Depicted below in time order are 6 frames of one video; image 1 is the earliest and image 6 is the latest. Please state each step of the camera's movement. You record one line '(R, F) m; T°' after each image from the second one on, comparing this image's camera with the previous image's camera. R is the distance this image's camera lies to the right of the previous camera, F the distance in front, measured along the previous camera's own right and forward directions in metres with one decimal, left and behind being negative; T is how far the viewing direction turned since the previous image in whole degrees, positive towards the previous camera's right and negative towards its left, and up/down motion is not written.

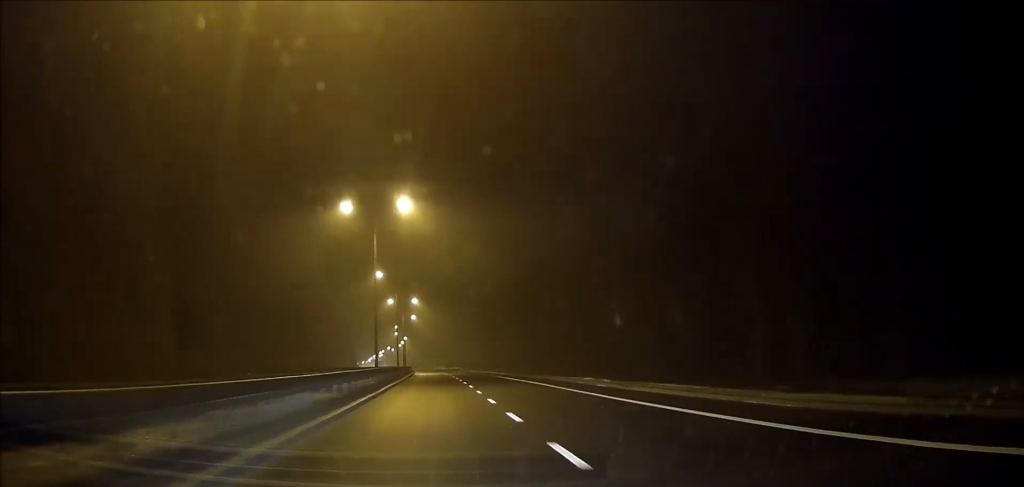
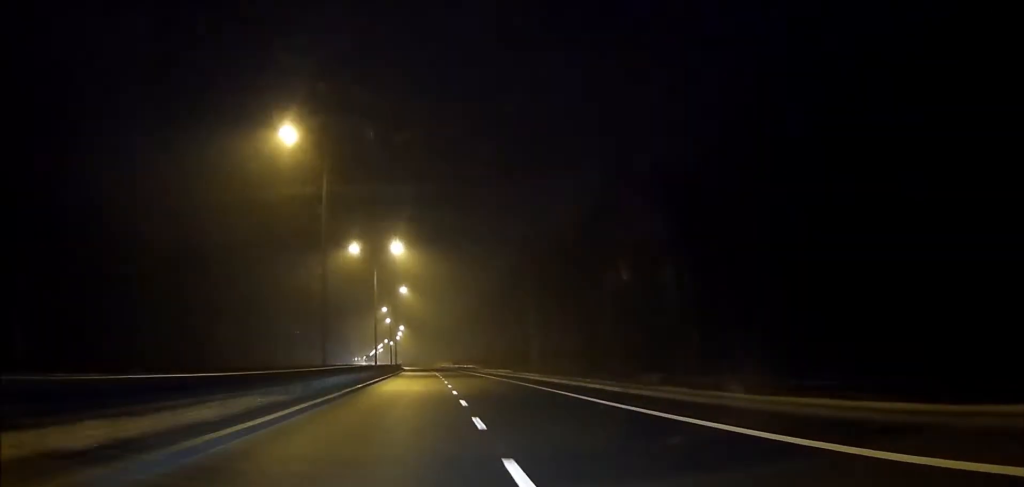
(-0.2, +43.7) m; -1°
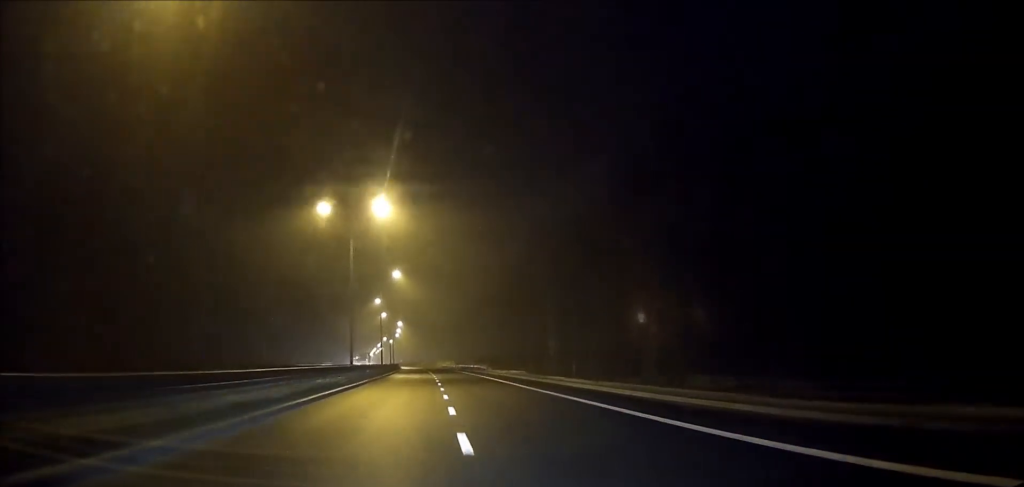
(-0.1, +14.9) m; 0°
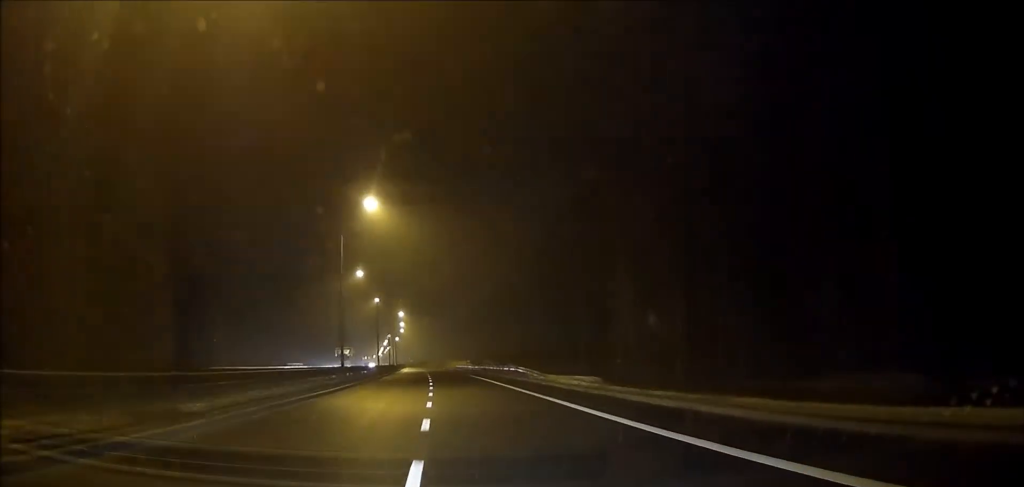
(-0.2, +32.8) m; -1°
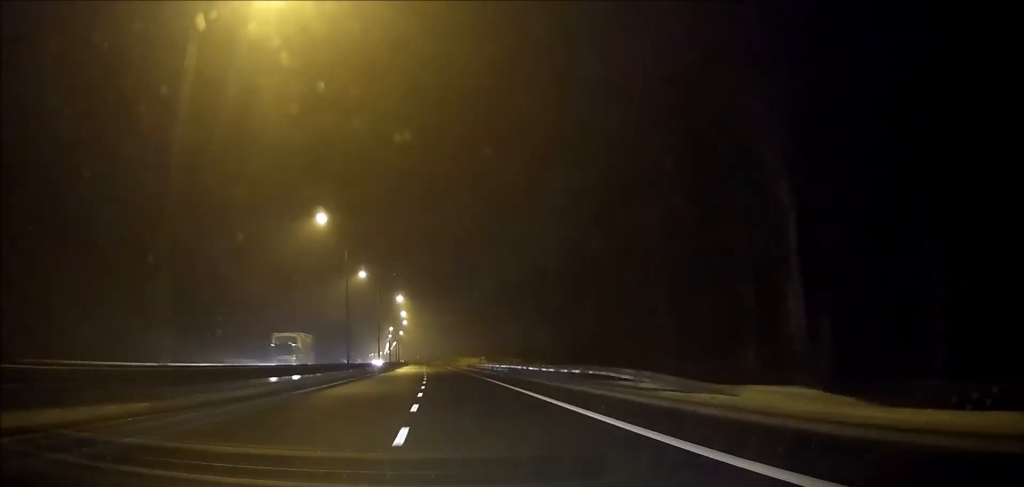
(-0.2, +26.4) m; -1°
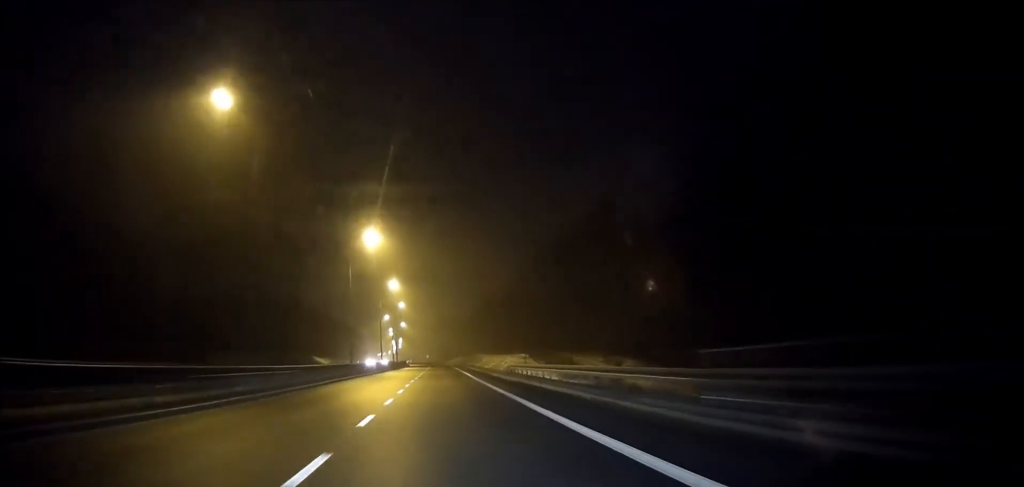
(-0.8, +51.2) m; -2°
